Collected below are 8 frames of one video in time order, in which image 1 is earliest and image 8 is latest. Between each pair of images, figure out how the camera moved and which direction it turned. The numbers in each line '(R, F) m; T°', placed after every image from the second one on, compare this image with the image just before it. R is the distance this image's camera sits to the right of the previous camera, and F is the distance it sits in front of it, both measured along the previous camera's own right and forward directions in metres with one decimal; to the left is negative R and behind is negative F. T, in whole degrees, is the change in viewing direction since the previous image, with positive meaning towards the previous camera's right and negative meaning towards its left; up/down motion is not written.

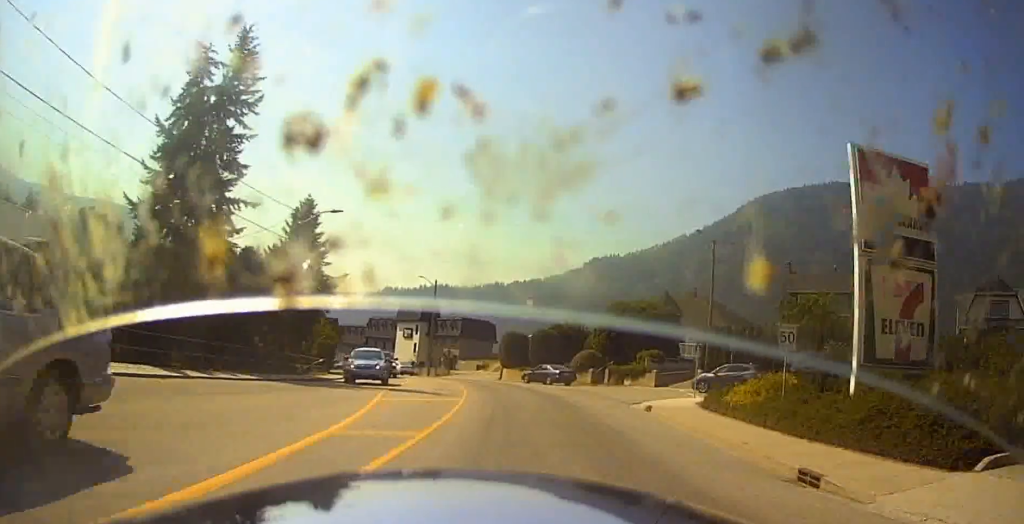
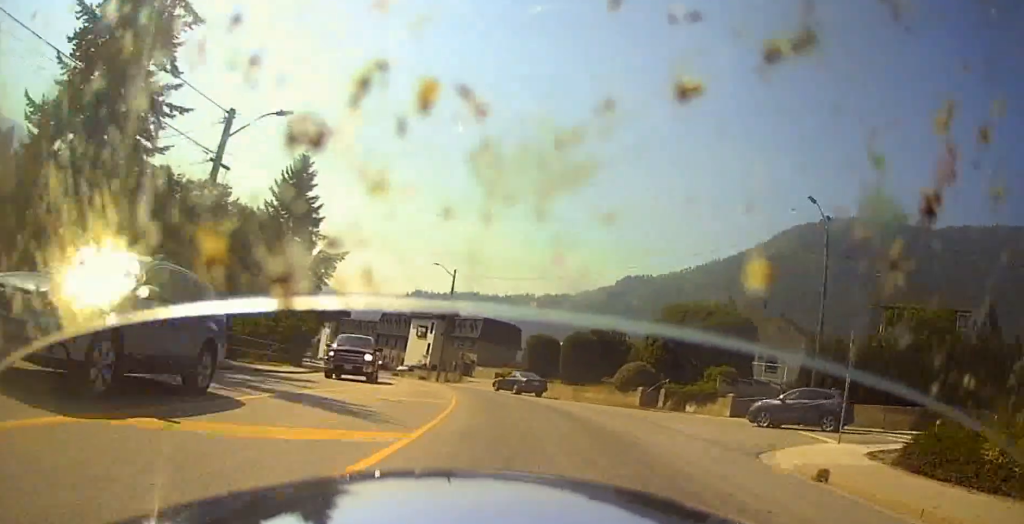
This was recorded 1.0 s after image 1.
(-0.3, +11.3) m; -4°
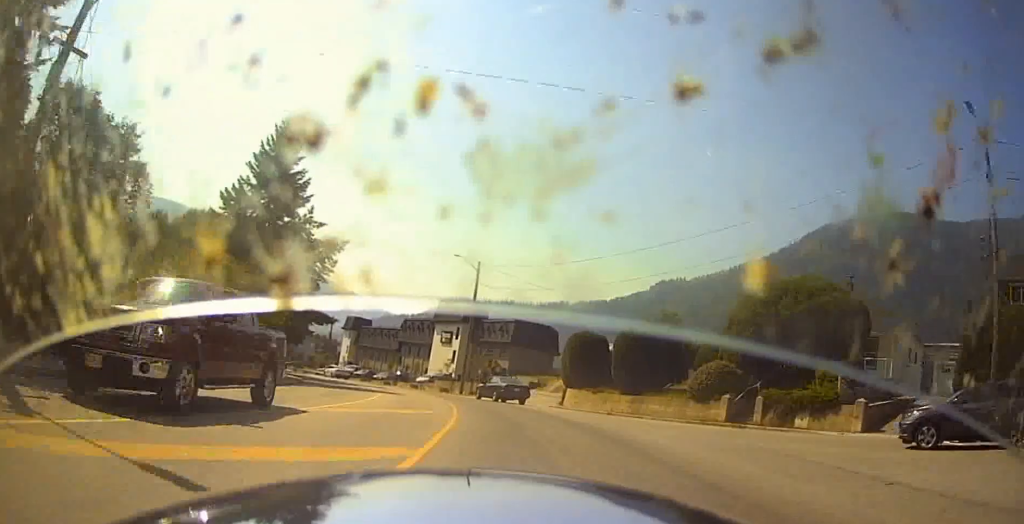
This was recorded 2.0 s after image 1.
(-0.4, +9.9) m; -6°
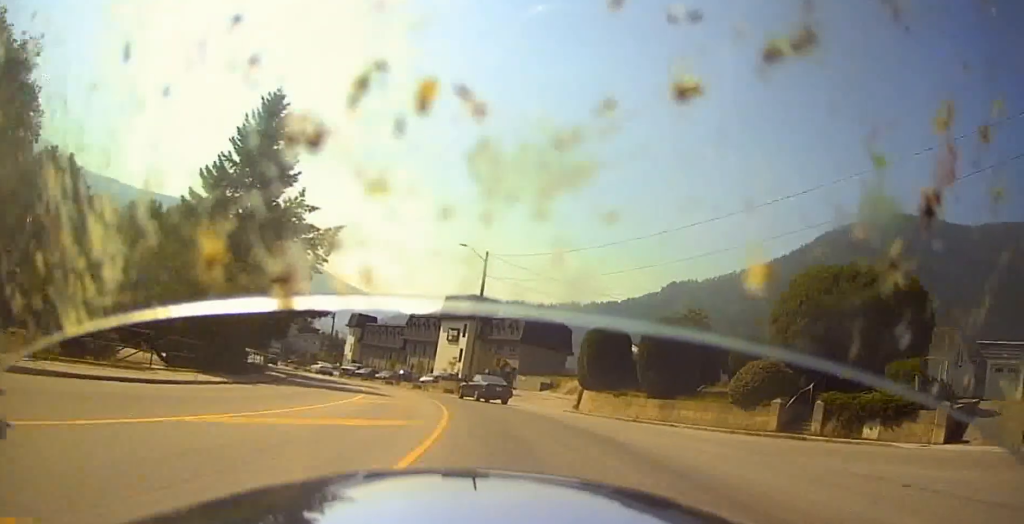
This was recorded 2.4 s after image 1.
(0.0, +4.5) m; -3°
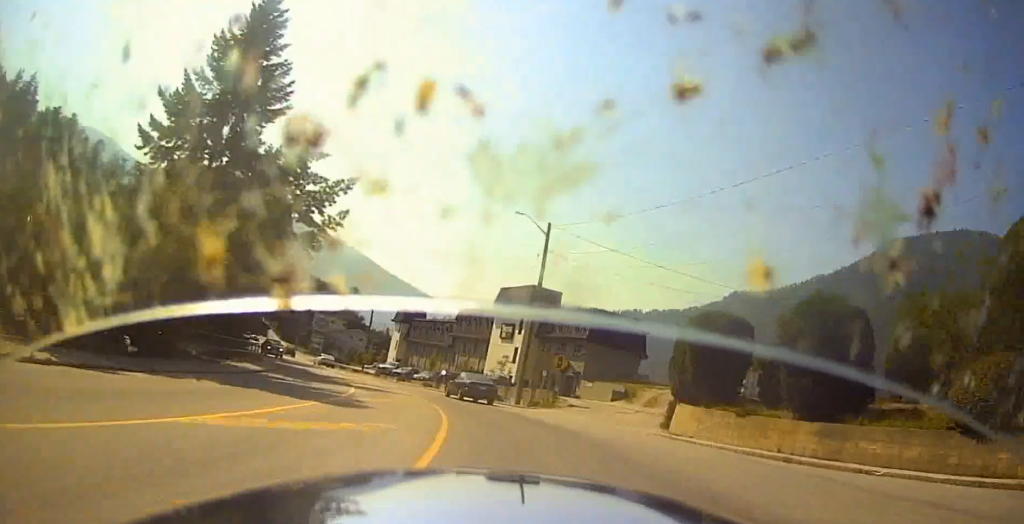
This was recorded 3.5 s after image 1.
(-0.8, +10.8) m; -5°
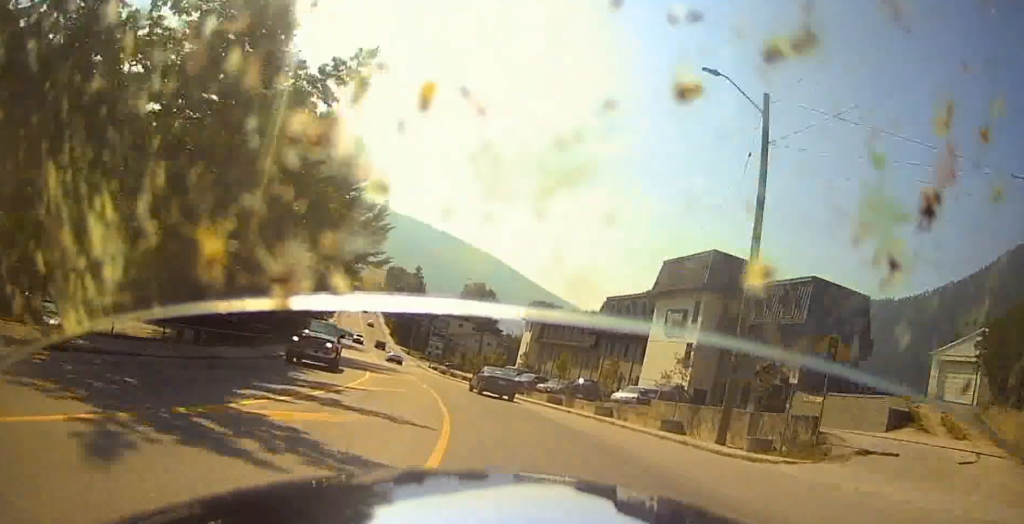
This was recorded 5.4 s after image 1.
(-1.1, +19.9) m; -6°
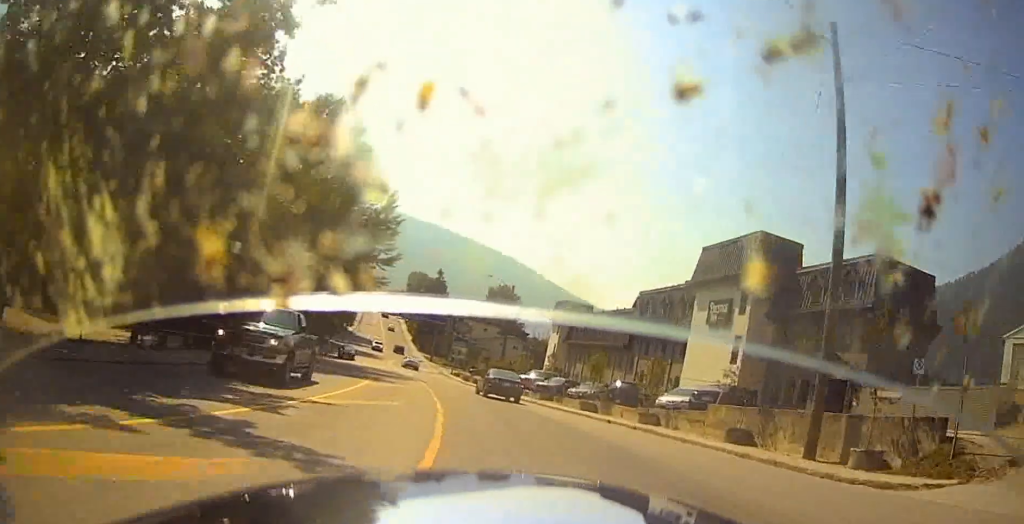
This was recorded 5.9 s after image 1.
(0.0, +4.5) m; 0°
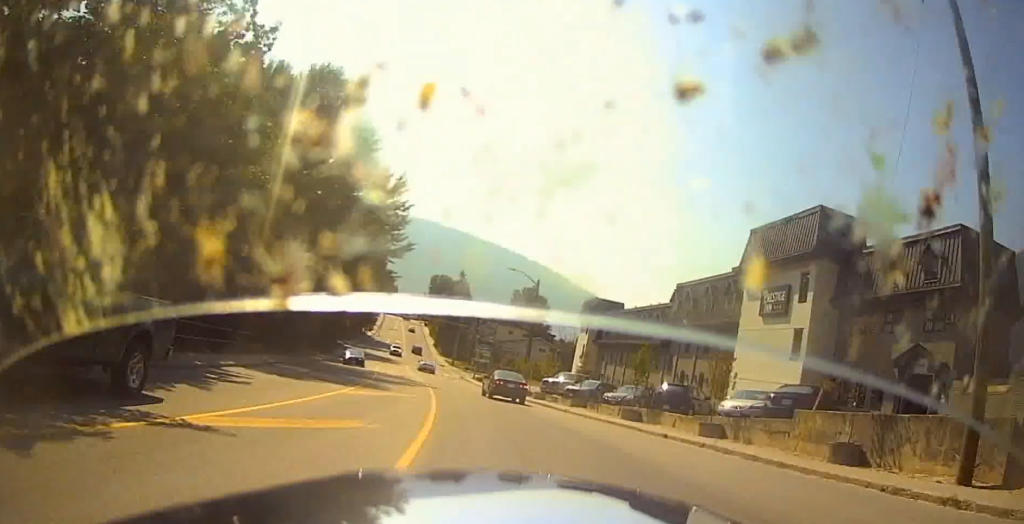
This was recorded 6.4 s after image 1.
(0.0, +5.0) m; 0°
